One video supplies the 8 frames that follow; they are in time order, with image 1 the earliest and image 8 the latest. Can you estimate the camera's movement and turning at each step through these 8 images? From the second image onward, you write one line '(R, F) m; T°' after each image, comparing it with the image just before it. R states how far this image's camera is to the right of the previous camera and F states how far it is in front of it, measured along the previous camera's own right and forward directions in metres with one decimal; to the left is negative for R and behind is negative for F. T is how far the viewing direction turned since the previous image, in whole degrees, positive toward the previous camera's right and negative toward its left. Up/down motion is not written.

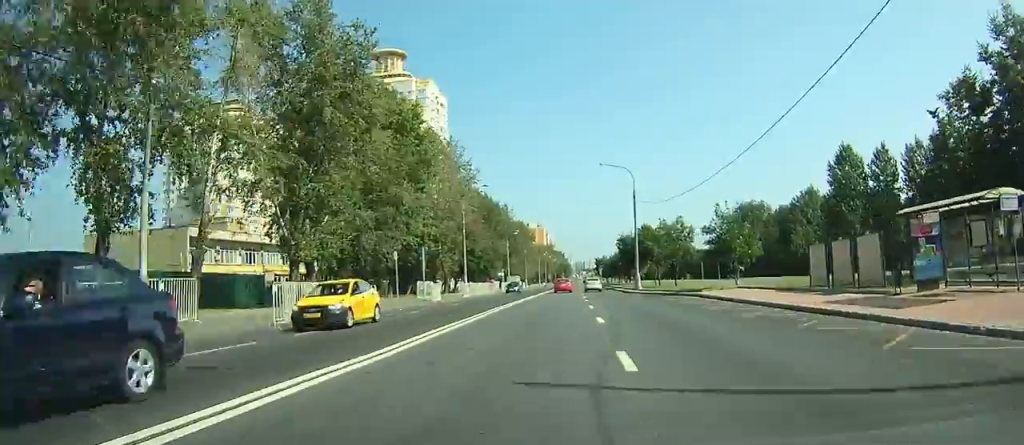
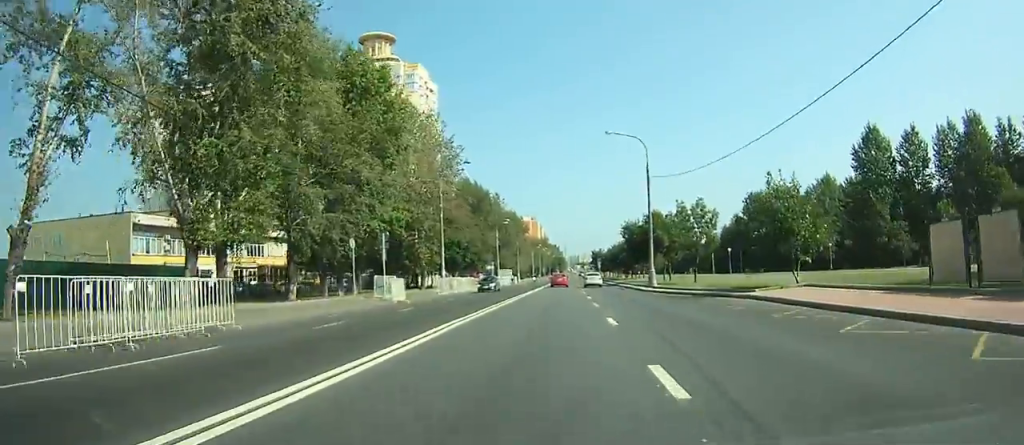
(+0.1, +10.0) m; +1°
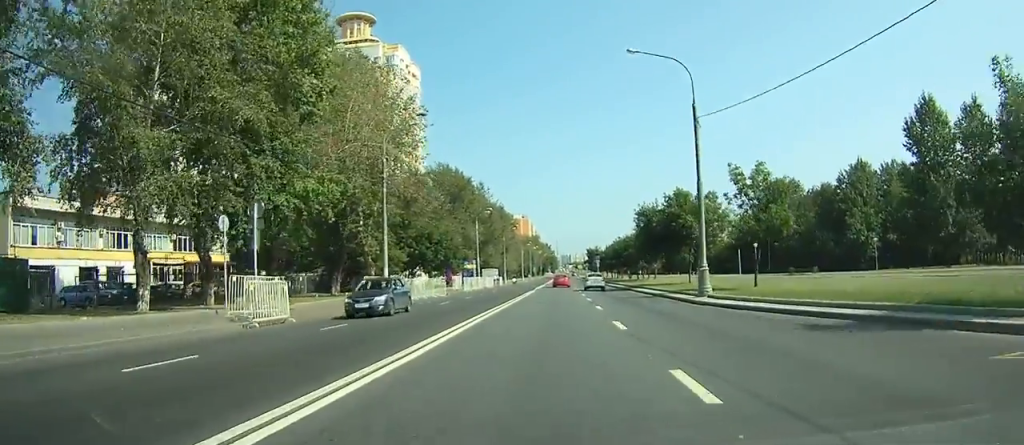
(+0.2, +16.2) m; +1°
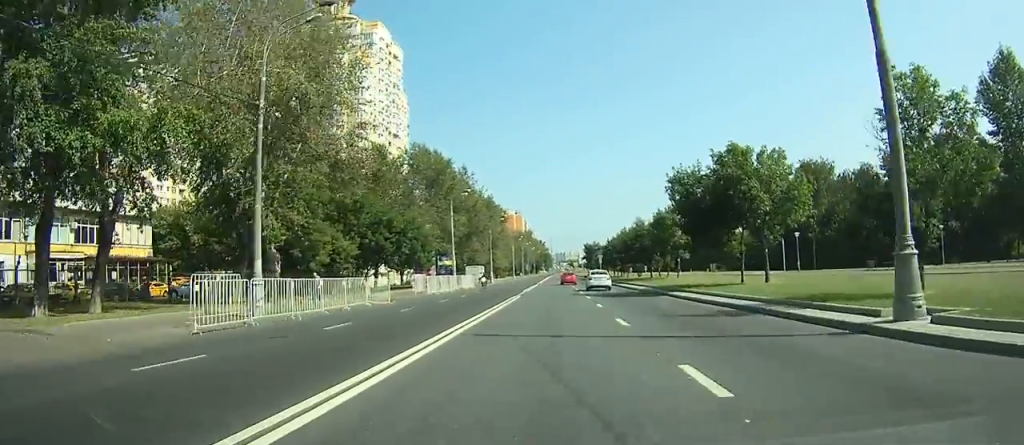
(0.0, +15.8) m; 0°
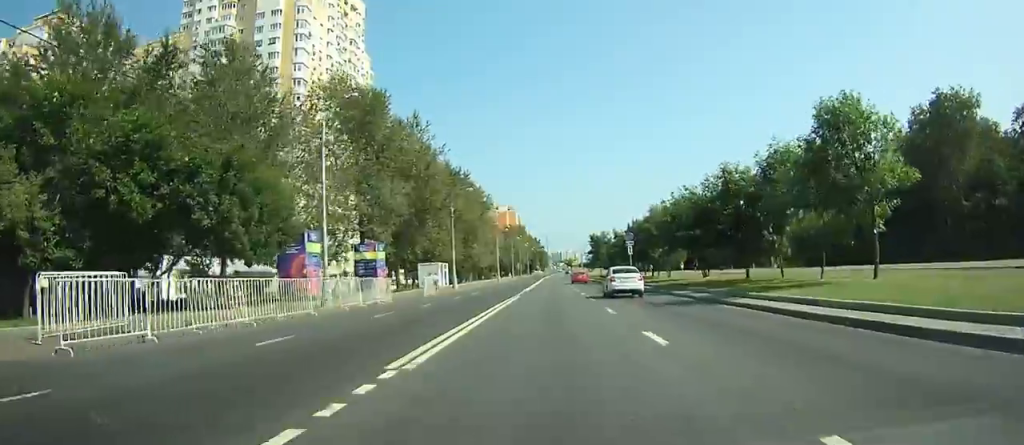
(+0.2, +35.1) m; 0°
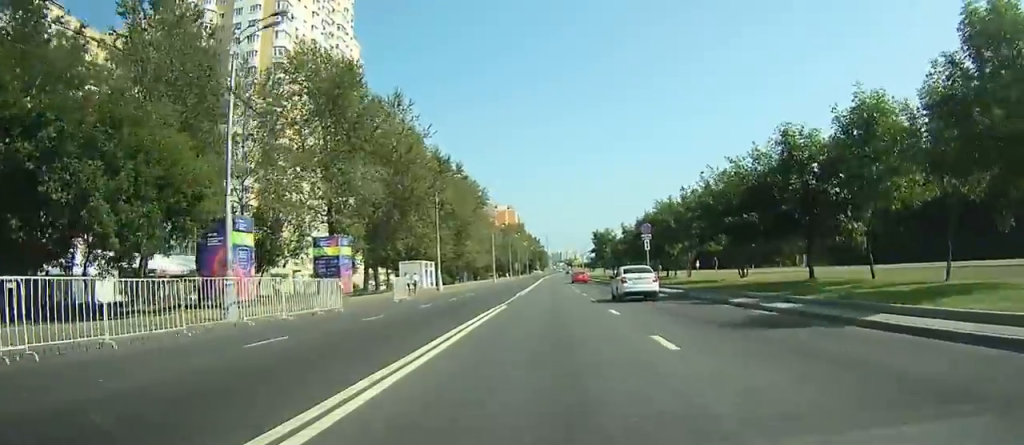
(0.0, +8.8) m; 0°
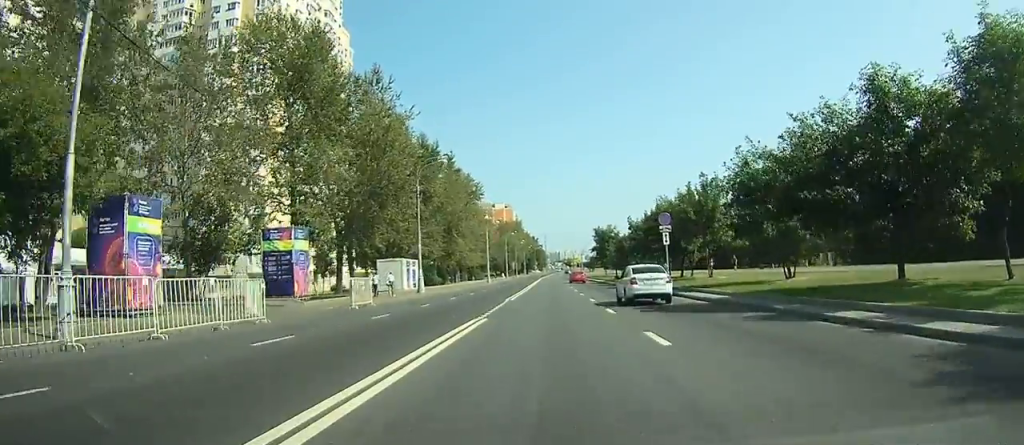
(0.0, +7.4) m; 0°
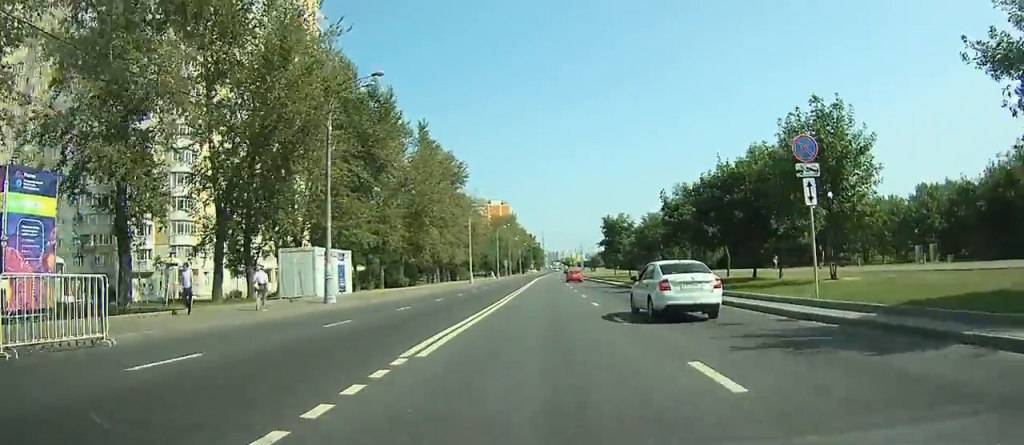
(-0.1, +19.8) m; 0°
